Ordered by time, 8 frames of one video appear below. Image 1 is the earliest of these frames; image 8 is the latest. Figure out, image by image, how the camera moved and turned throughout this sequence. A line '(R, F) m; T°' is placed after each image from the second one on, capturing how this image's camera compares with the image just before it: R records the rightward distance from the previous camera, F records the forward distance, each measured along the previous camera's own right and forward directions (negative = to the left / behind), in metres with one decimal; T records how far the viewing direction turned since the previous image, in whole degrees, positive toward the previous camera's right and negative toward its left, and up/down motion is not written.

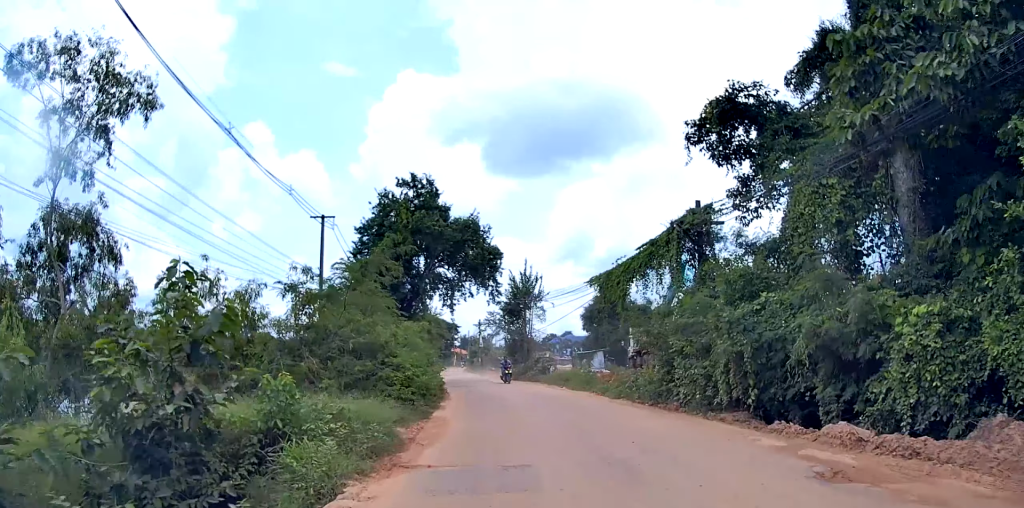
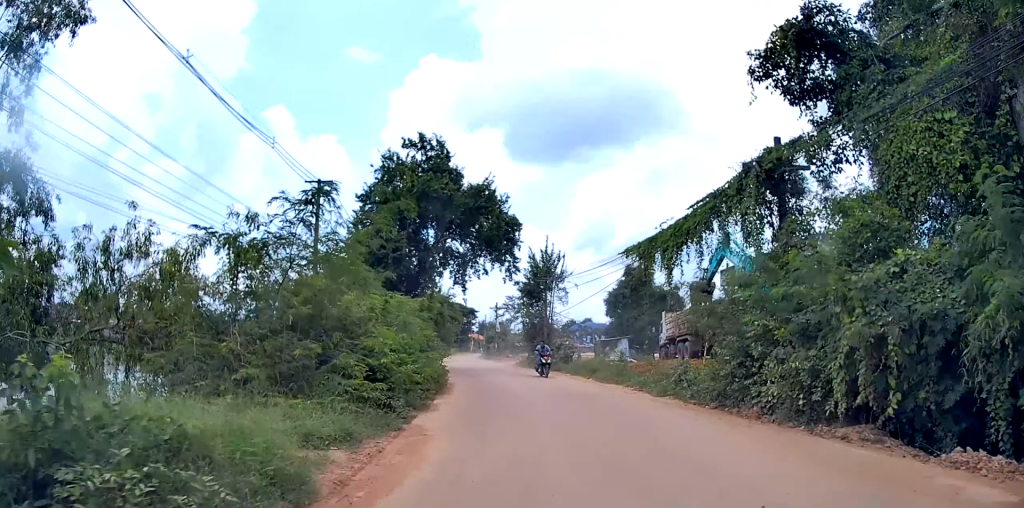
(0.0, +4.6) m; -3°
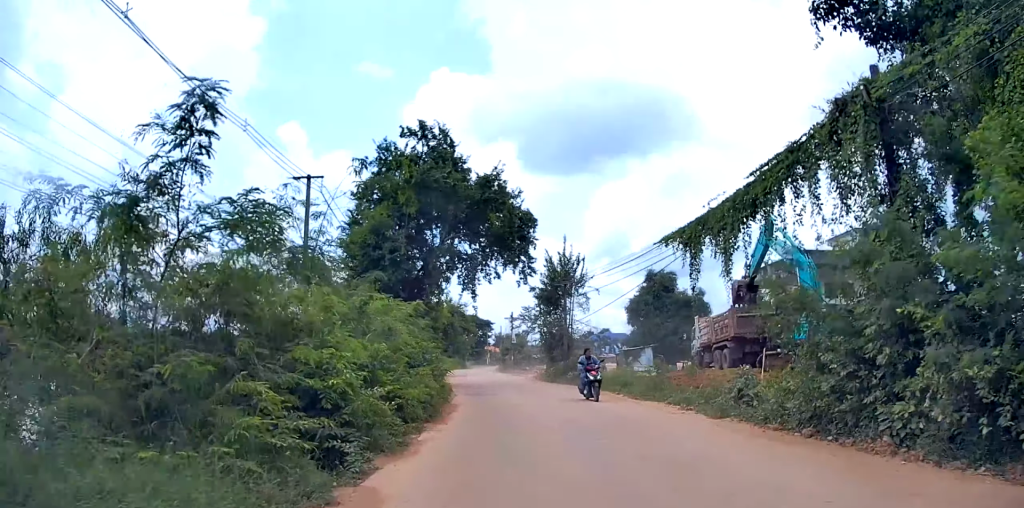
(-0.2, +3.8) m; -1°
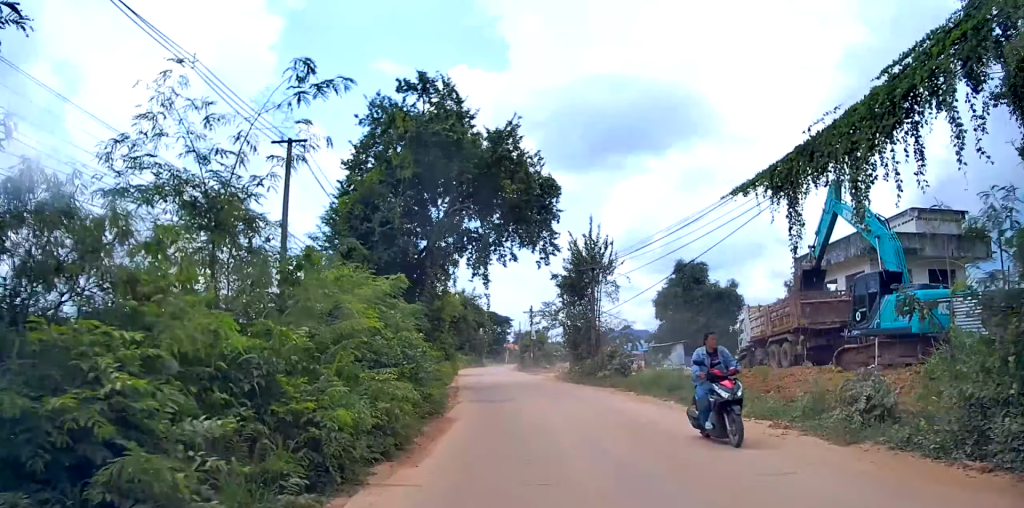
(-0.1, +4.6) m; -1°
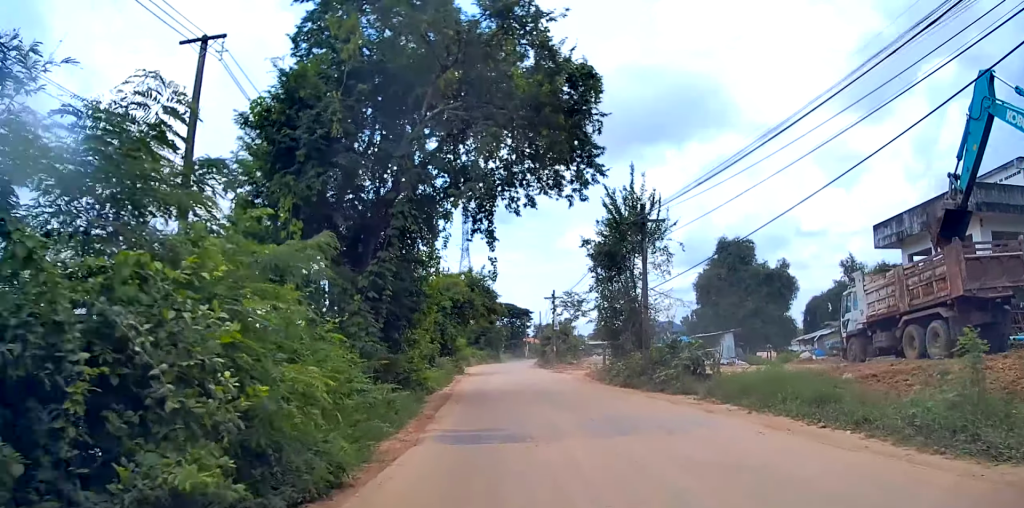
(0.0, +8.4) m; 0°
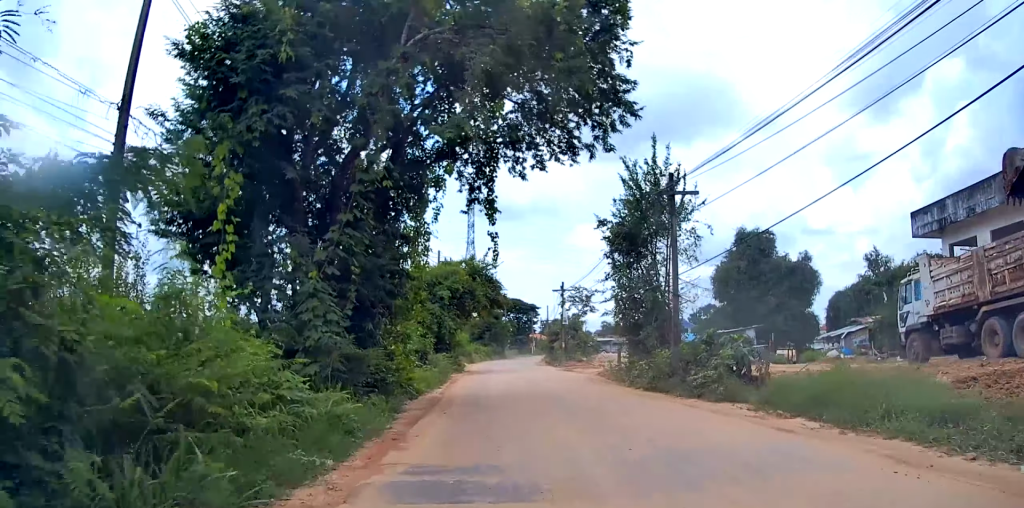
(-0.1, +3.6) m; 0°
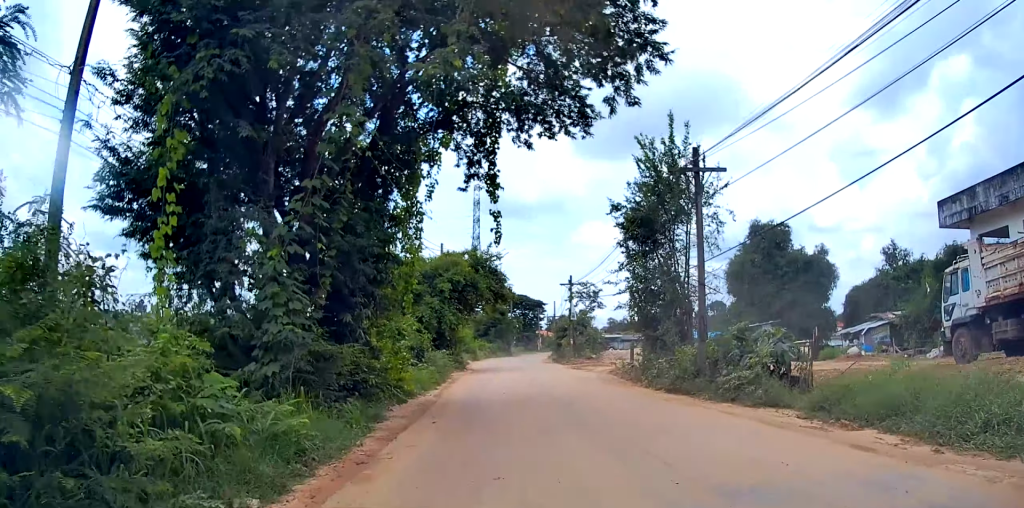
(+0.1, +2.5) m; +1°
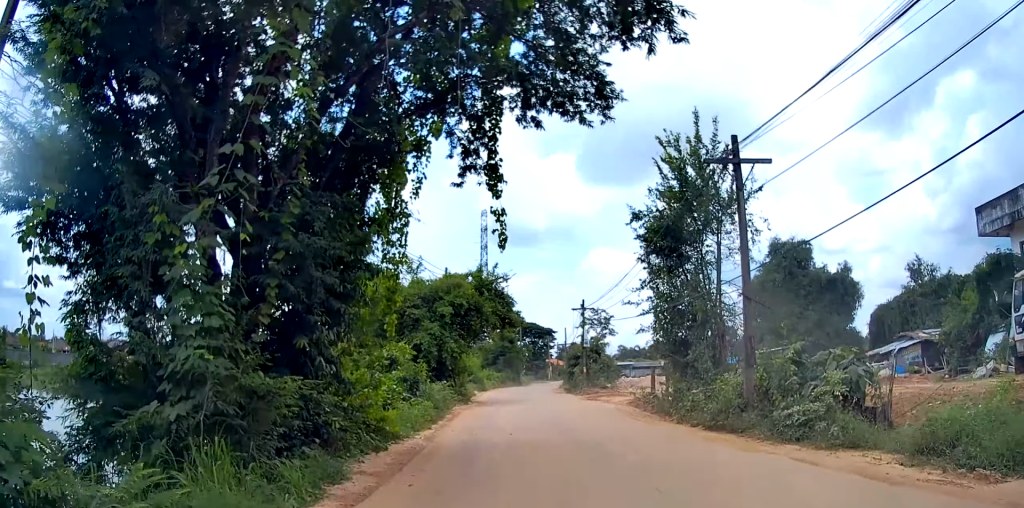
(+0.1, +4.5) m; +2°
